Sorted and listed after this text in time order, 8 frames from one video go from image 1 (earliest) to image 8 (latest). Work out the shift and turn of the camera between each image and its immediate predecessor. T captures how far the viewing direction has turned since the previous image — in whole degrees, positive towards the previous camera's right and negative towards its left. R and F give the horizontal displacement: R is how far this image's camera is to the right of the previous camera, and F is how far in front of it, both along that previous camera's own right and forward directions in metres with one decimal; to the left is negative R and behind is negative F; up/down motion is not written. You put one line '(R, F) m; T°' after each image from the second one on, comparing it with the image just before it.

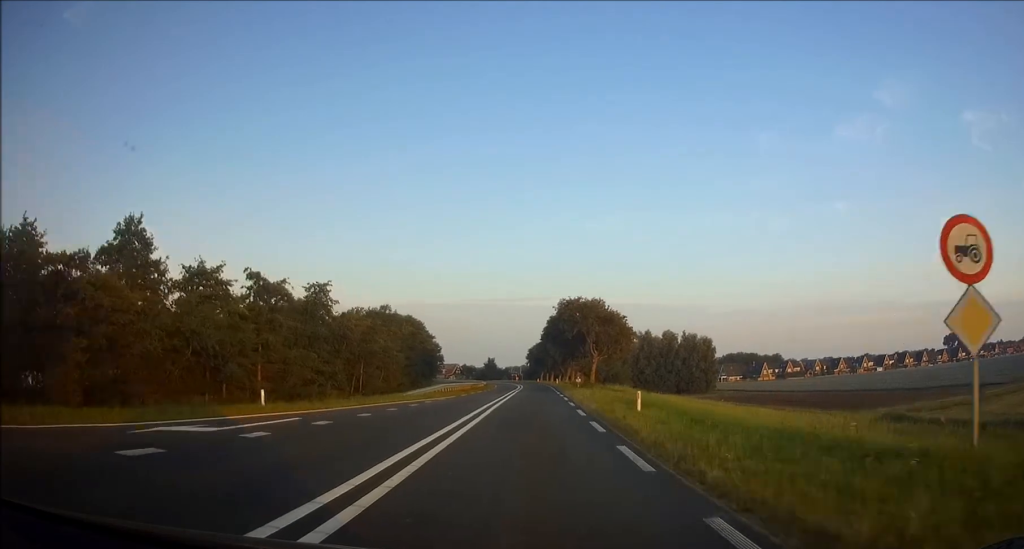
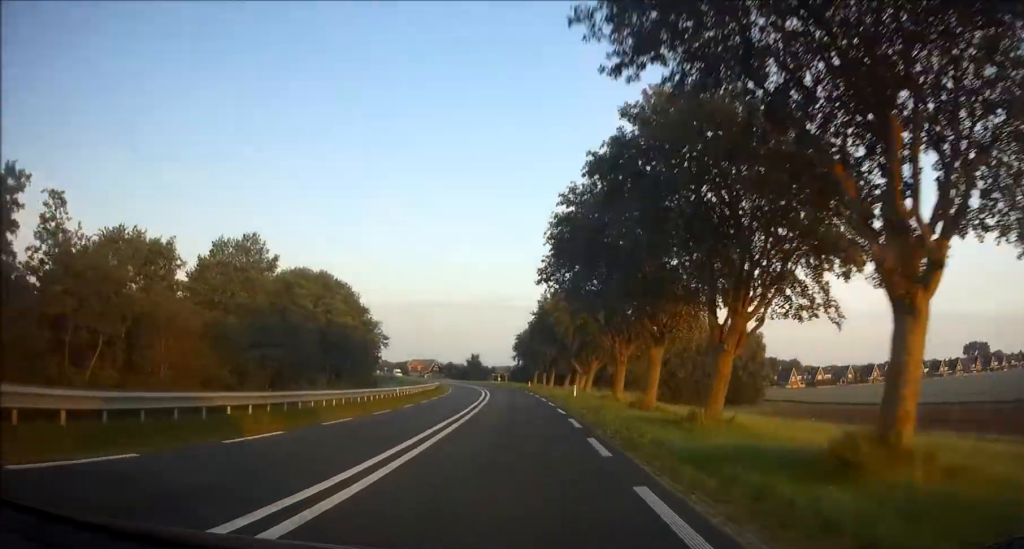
(+1.1, +50.7) m; 0°
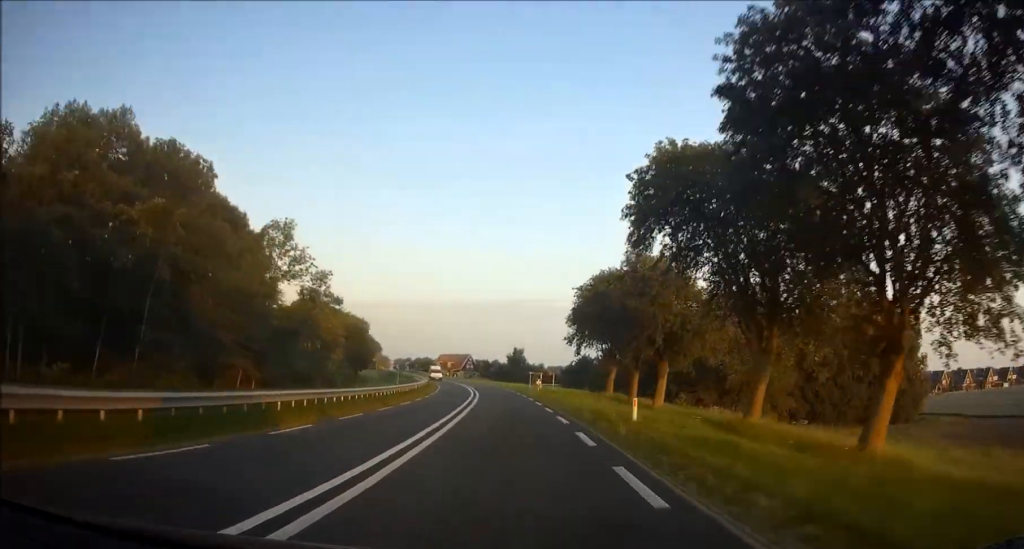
(-1.3, +50.8) m; -4°
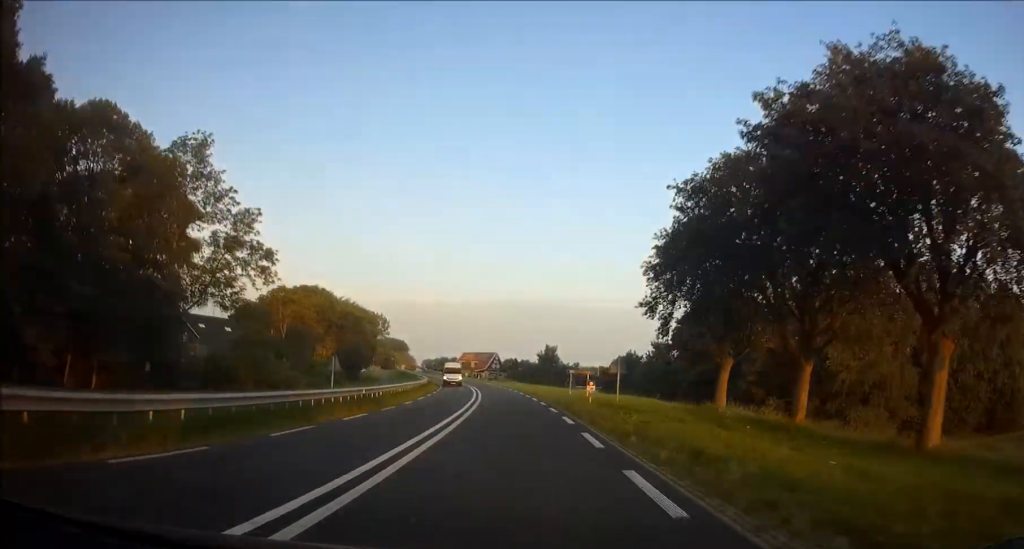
(-0.8, +23.8) m; -3°
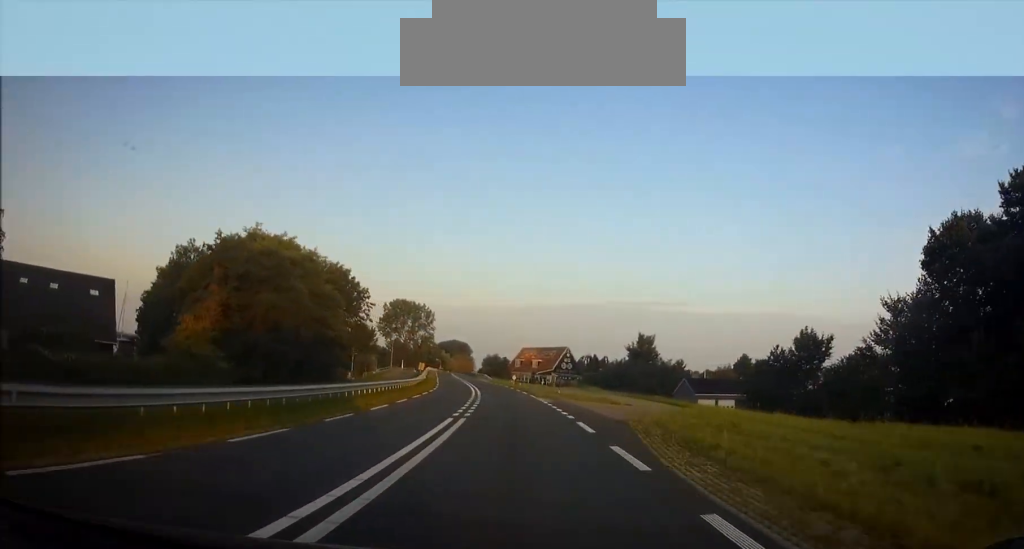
(-2.7, +55.5) m; -6°
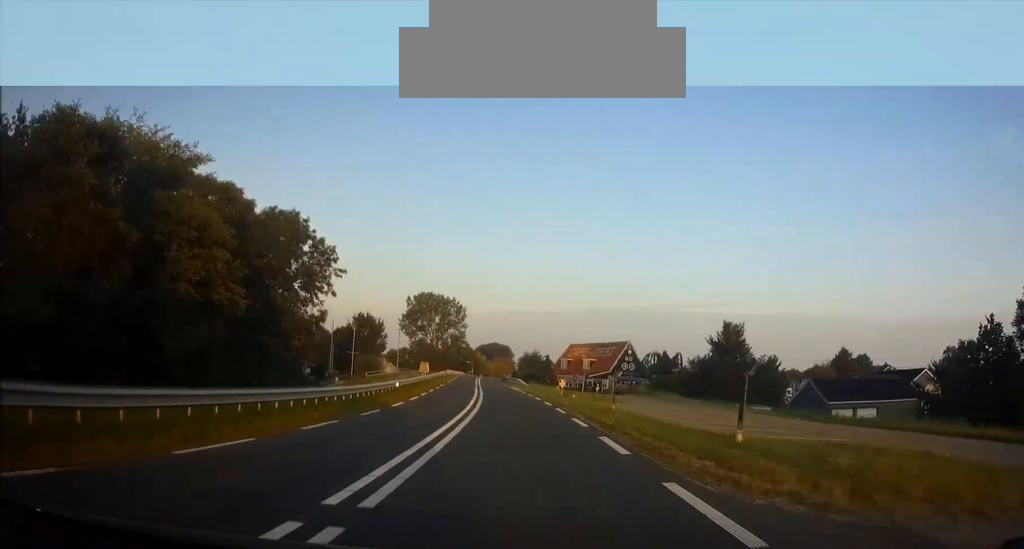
(-1.4, +31.6) m; -3°
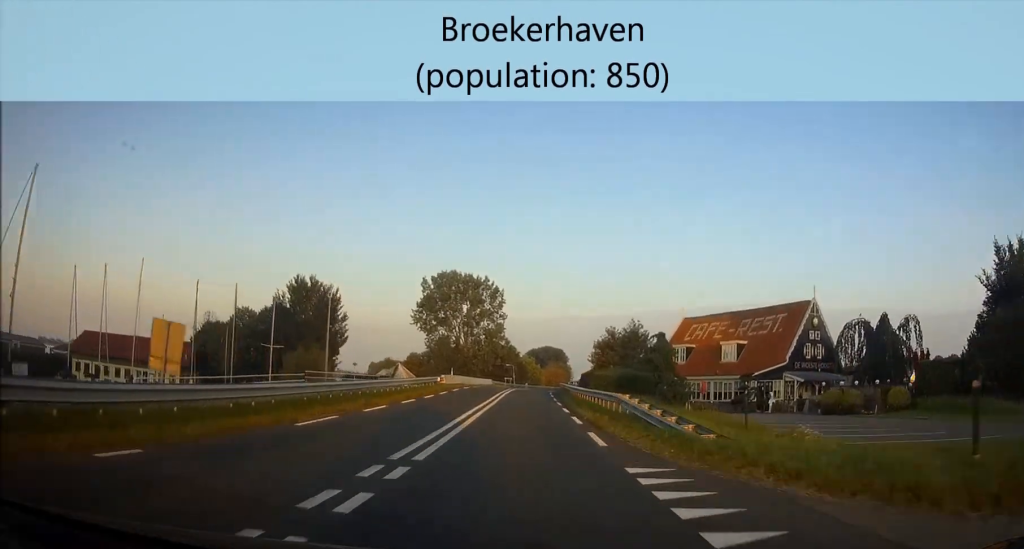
(-2.2, +55.5) m; -3°
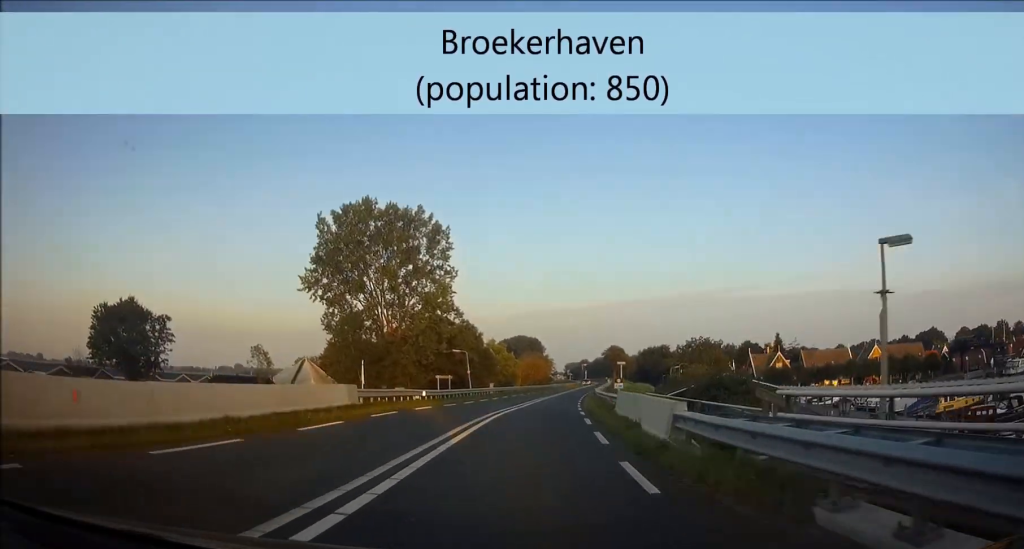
(+0.1, +59.0) m; +2°
